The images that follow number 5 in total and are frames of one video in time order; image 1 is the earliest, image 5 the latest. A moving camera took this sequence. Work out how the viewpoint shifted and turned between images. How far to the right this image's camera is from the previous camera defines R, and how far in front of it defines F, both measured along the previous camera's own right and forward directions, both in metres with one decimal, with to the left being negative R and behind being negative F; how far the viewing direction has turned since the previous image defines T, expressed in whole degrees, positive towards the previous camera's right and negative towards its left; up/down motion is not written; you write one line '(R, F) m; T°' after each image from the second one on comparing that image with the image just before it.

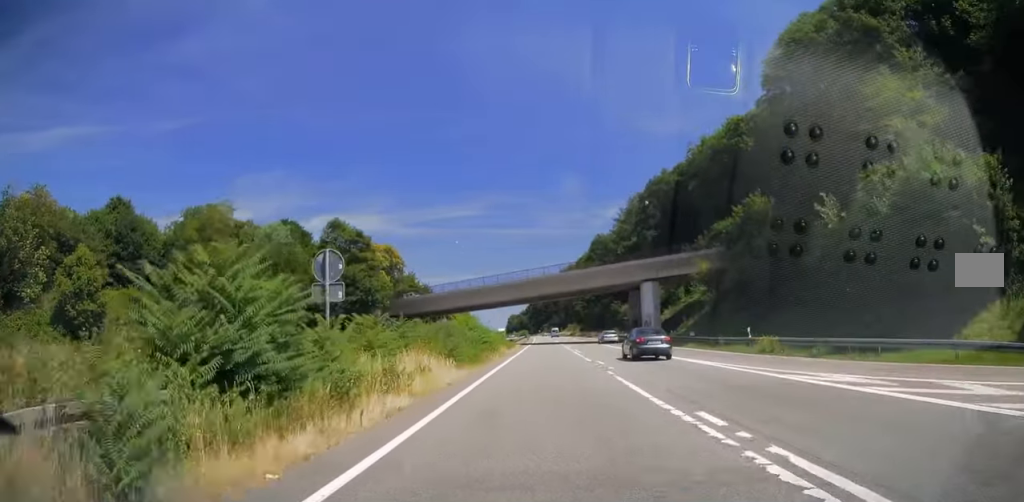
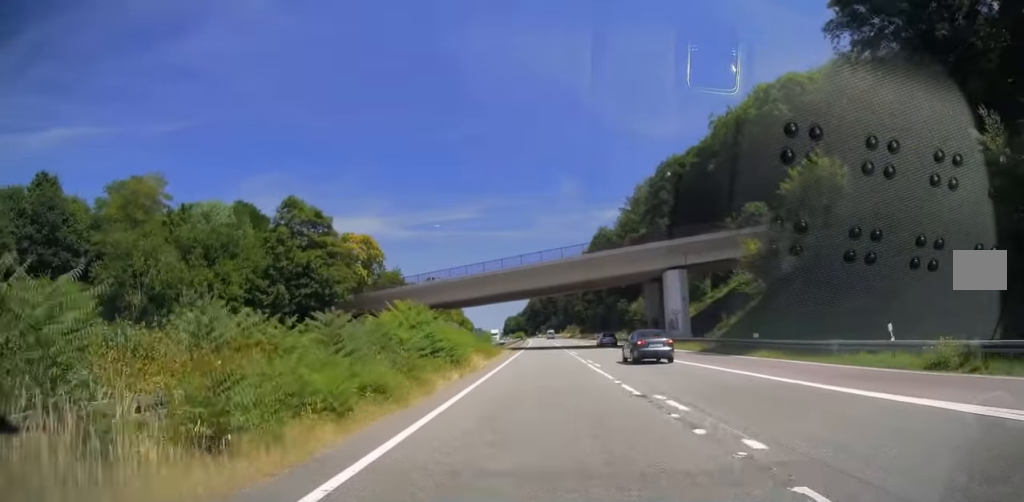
(0.0, +15.3) m; 0°
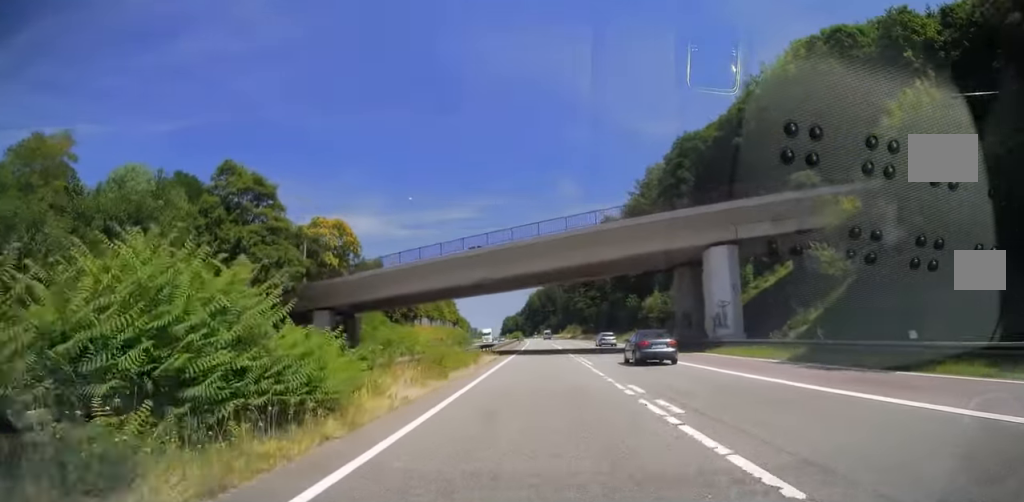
(-0.1, +15.4) m; 0°
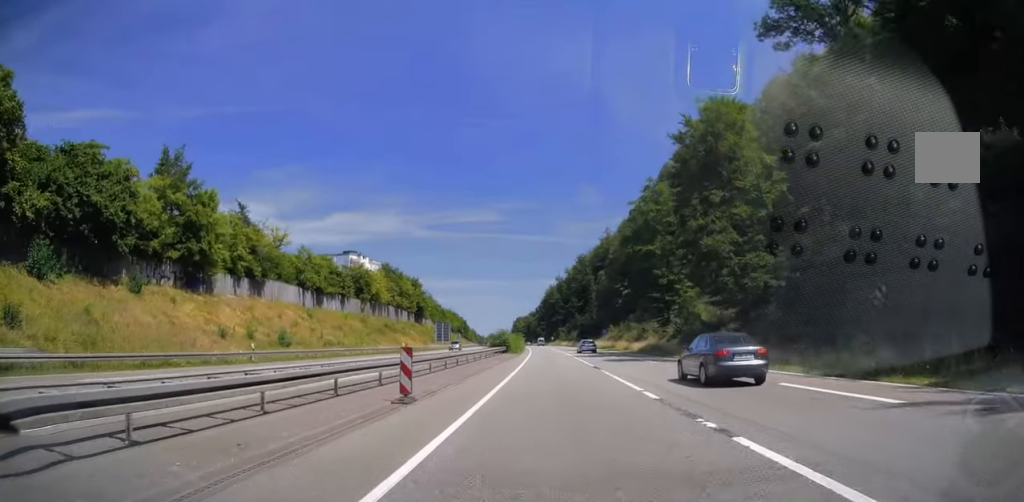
(+0.4, +108.9) m; -1°
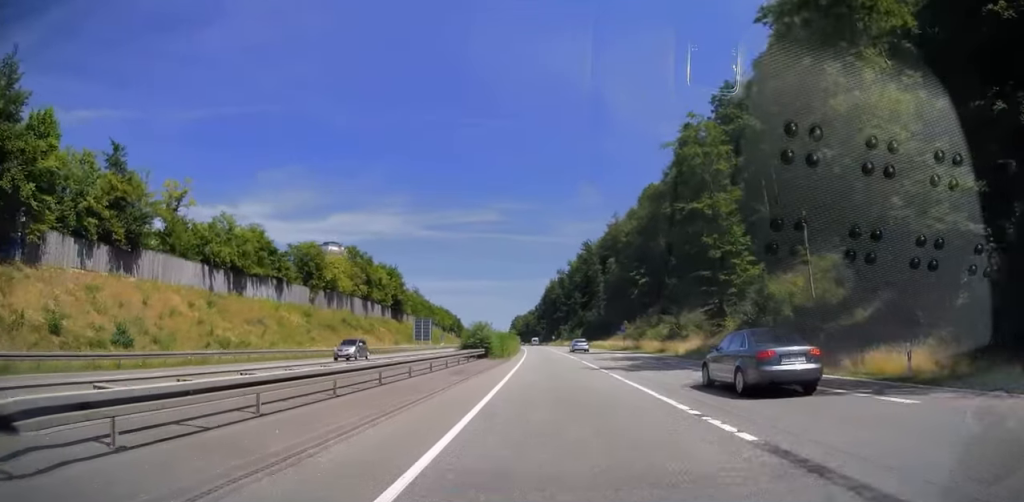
(+0.1, +24.0) m; 0°
